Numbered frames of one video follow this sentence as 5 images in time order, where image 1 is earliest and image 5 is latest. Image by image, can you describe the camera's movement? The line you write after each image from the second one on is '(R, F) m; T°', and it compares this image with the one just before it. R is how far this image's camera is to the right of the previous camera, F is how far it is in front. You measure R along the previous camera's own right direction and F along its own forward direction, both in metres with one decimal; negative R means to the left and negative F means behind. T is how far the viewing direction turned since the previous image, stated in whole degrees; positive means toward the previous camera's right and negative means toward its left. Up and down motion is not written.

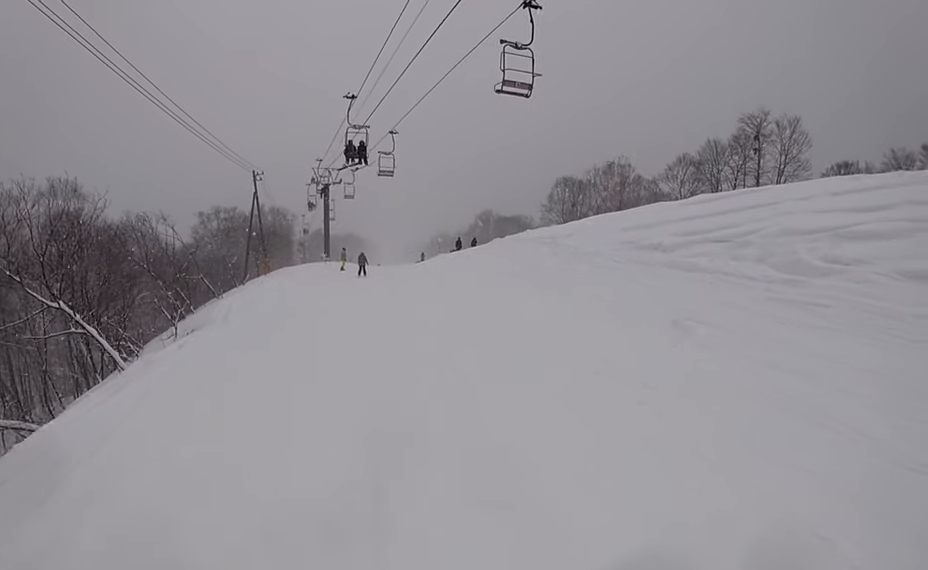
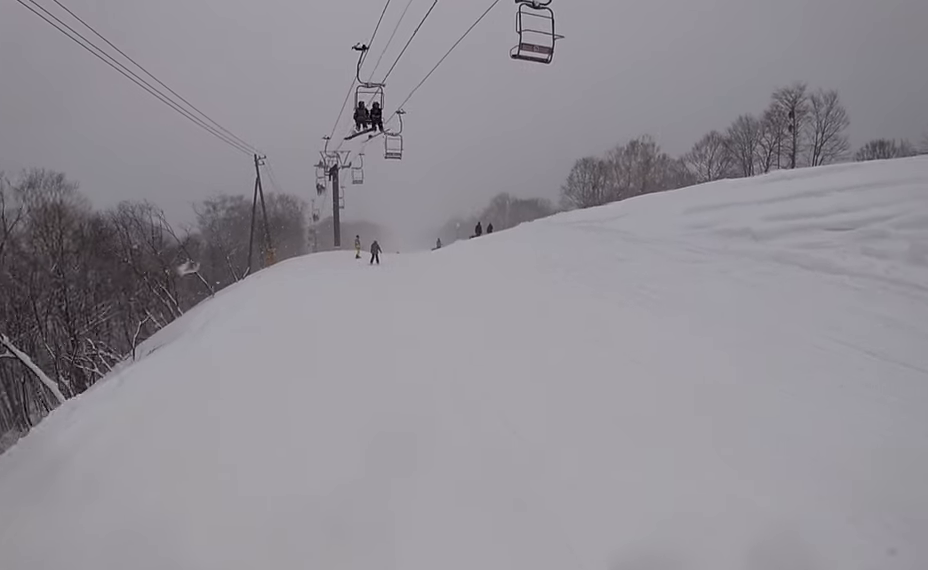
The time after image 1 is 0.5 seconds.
(-0.3, +3.3) m; -1°
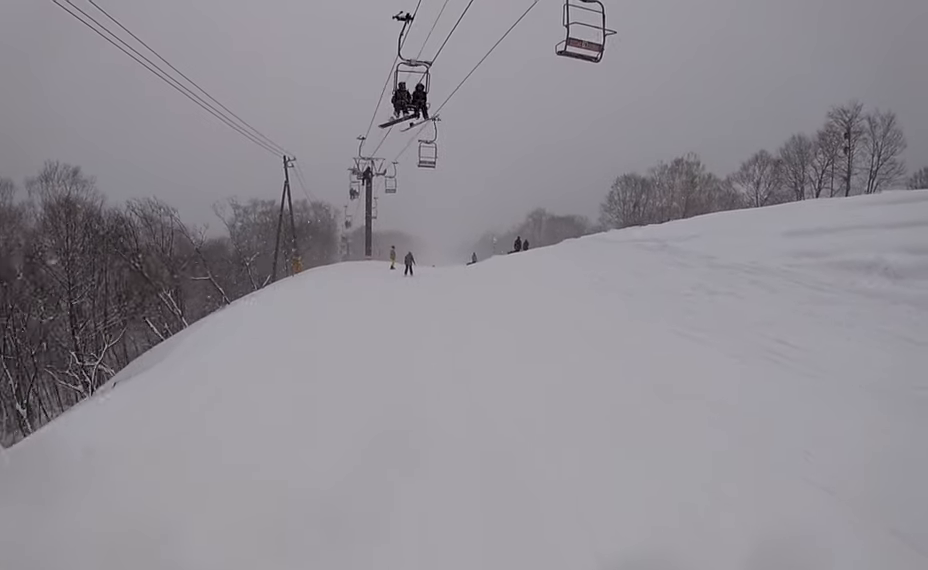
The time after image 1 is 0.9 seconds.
(0.0, +2.8) m; 0°
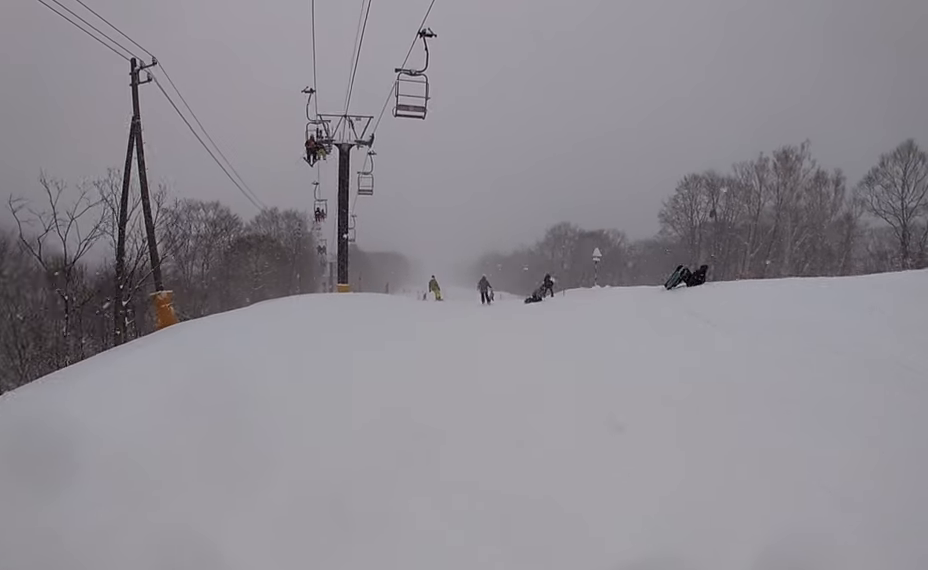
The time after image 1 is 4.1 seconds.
(+0.2, +24.3) m; -1°
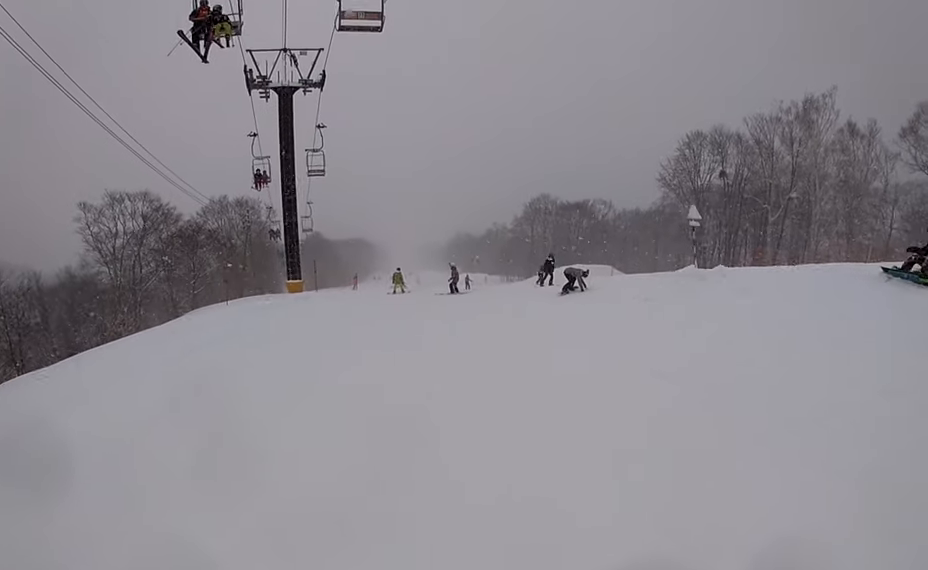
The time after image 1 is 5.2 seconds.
(+0.1, +8.1) m; +6°
